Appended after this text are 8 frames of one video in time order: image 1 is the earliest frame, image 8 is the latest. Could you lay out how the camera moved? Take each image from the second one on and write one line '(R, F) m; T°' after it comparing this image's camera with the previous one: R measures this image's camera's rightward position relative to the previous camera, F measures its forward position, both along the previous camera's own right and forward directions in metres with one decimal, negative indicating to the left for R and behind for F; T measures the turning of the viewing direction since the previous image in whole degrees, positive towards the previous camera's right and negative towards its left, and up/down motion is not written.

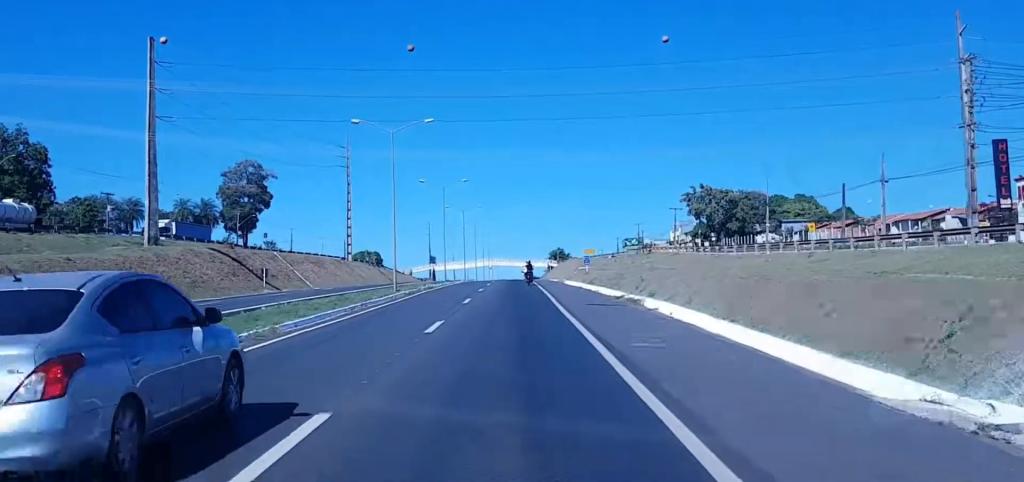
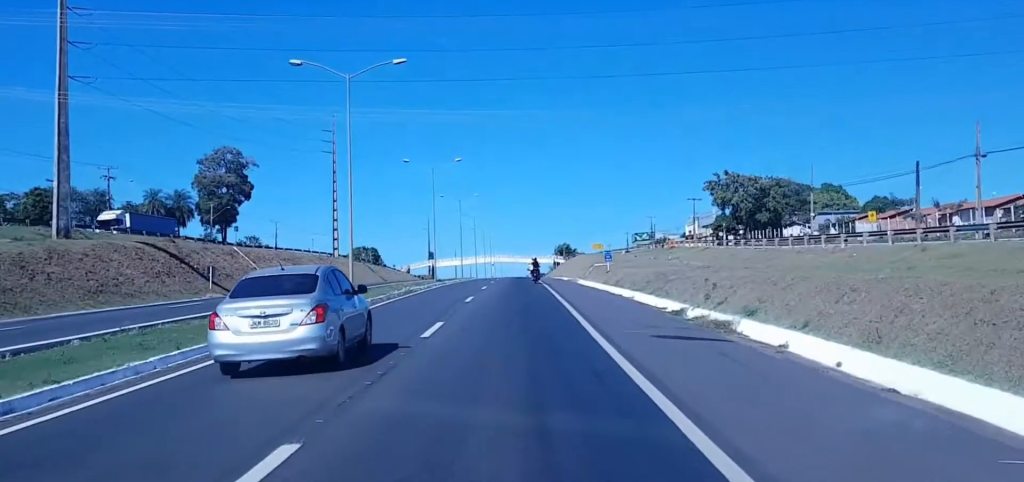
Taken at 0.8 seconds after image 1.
(-0.2, +17.7) m; +1°
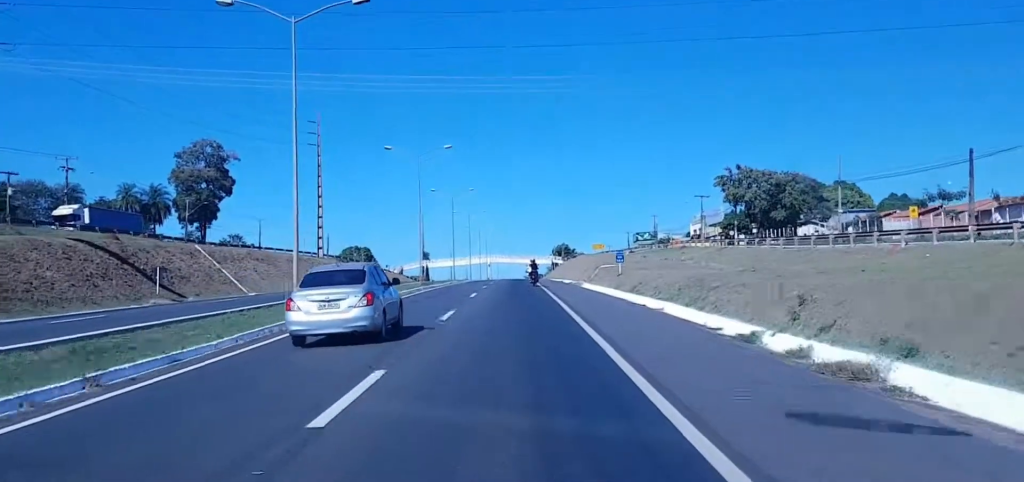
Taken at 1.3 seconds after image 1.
(+0.2, +10.6) m; -1°
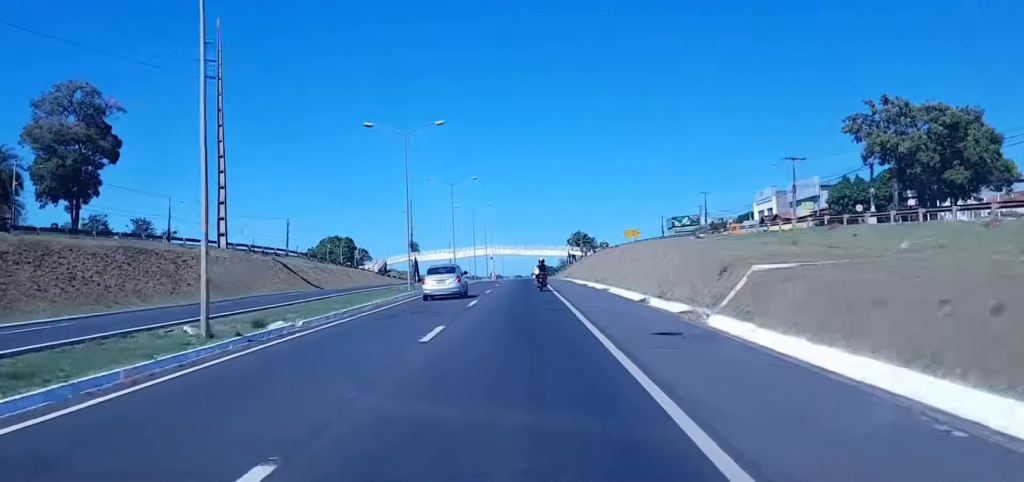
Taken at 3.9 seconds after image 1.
(-1.0, +54.0) m; -1°
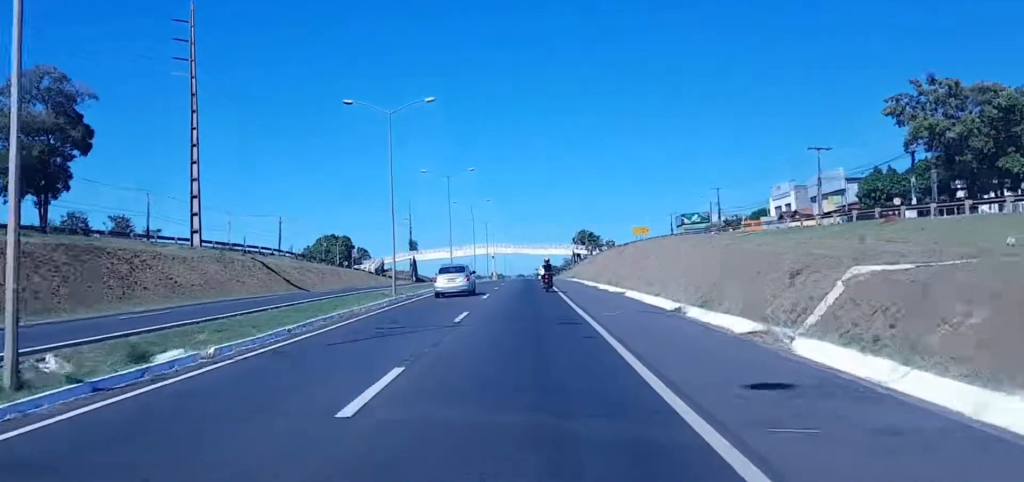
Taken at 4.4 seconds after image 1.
(-0.3, +8.9) m; 0°
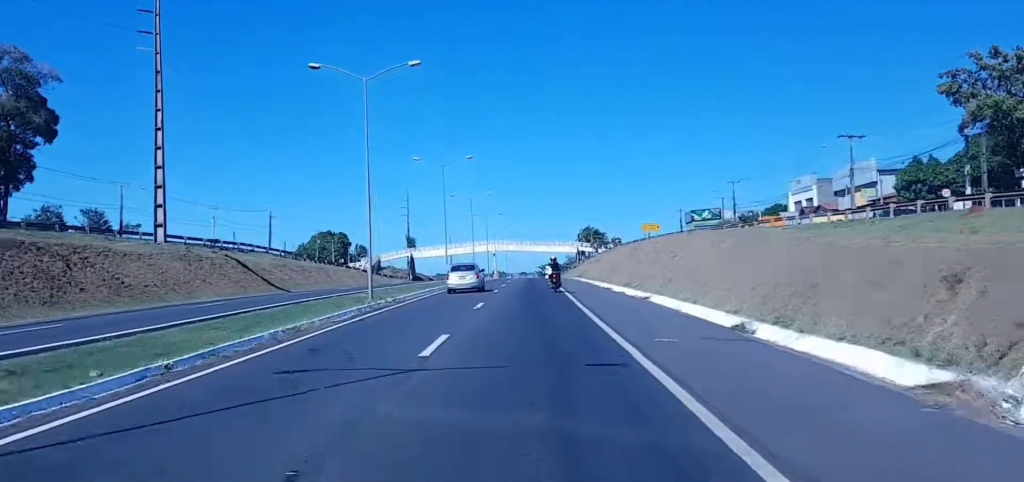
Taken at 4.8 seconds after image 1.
(-0.3, +9.6) m; 0°
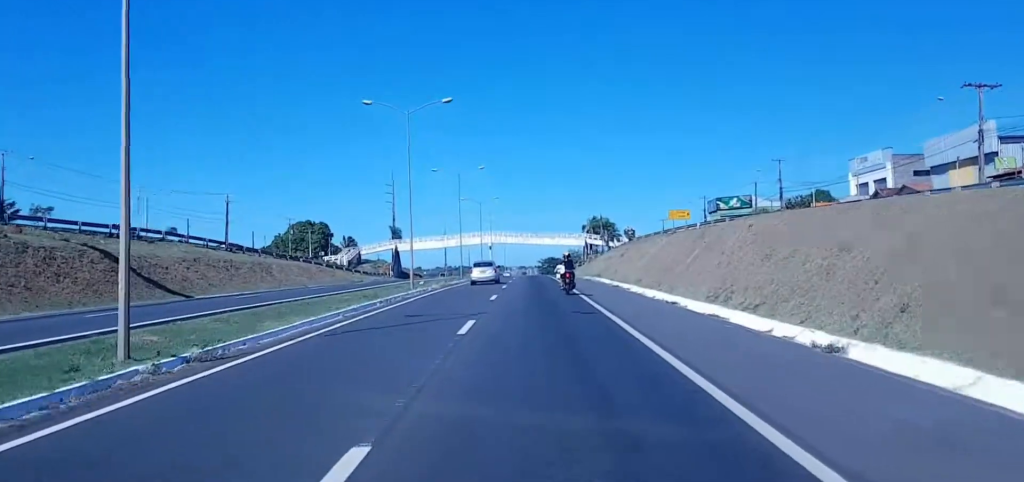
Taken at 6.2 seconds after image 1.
(+0.5, +28.4) m; +1°
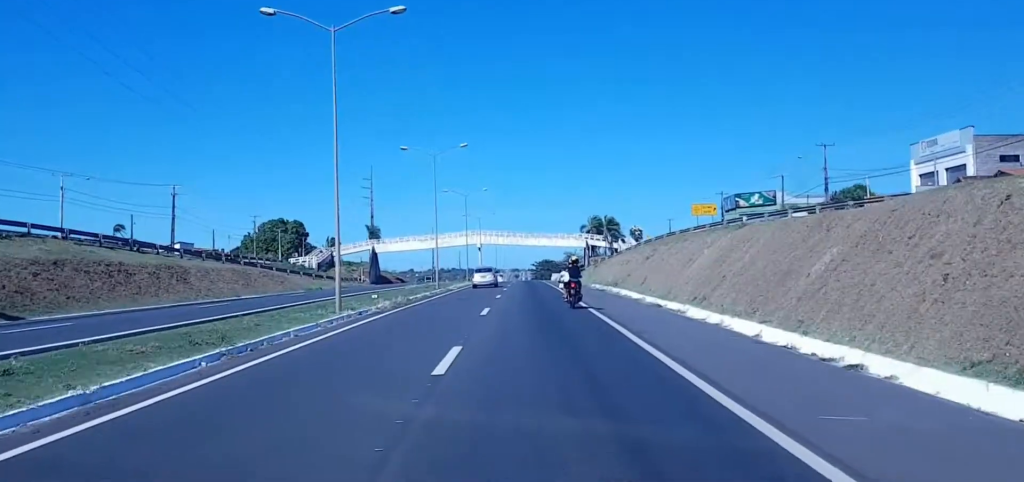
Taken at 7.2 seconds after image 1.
(-0.2, +21.5) m; -1°
